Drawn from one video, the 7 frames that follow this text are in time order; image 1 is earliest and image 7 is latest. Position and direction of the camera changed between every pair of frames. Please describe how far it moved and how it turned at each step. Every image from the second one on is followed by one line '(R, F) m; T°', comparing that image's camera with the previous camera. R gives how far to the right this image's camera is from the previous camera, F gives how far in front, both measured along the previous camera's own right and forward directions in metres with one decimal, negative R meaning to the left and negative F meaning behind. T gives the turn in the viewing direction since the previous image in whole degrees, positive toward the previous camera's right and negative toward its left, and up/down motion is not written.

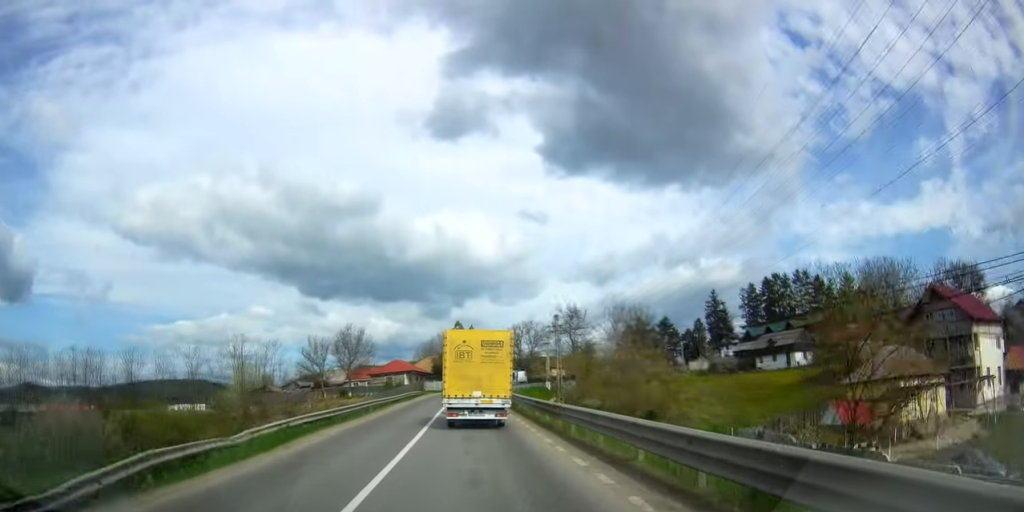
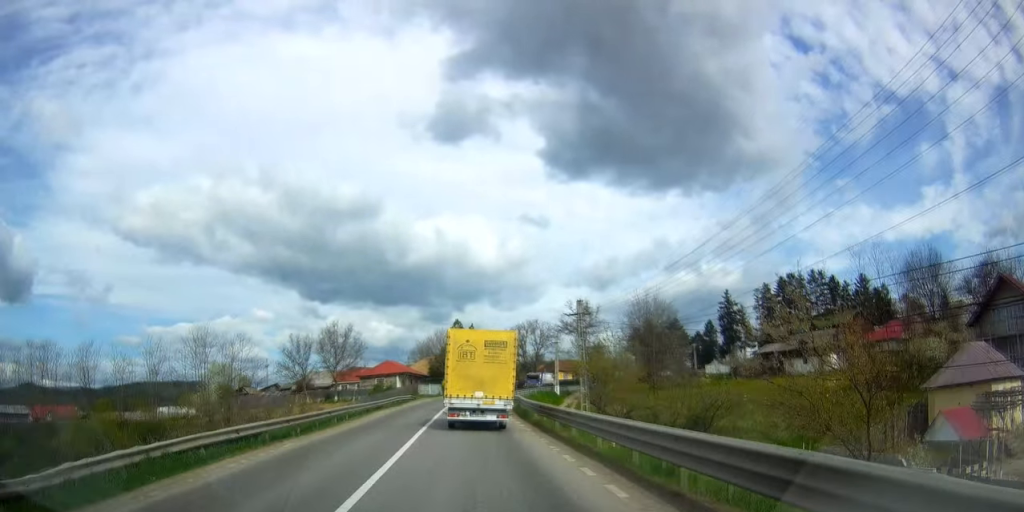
(-0.2, +9.7) m; -1°
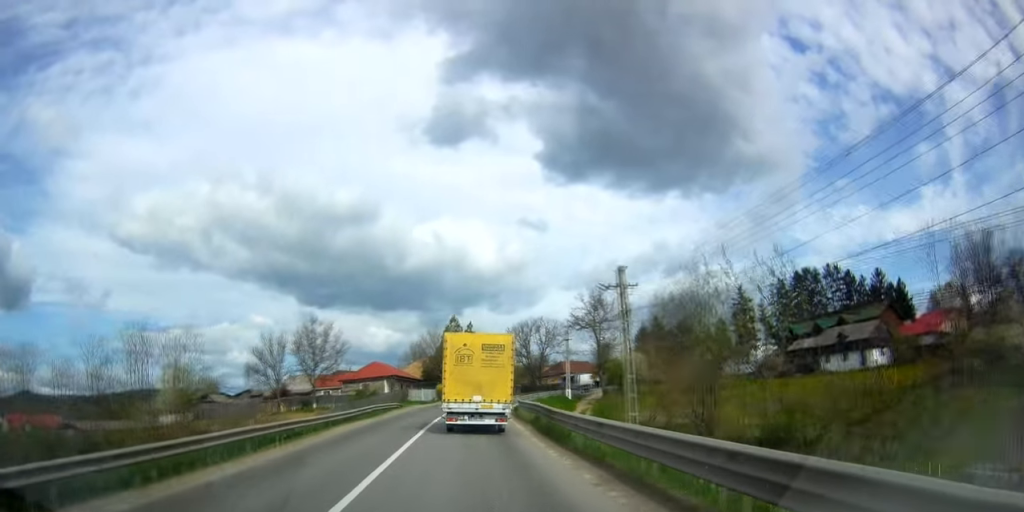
(+0.2, +10.8) m; -1°
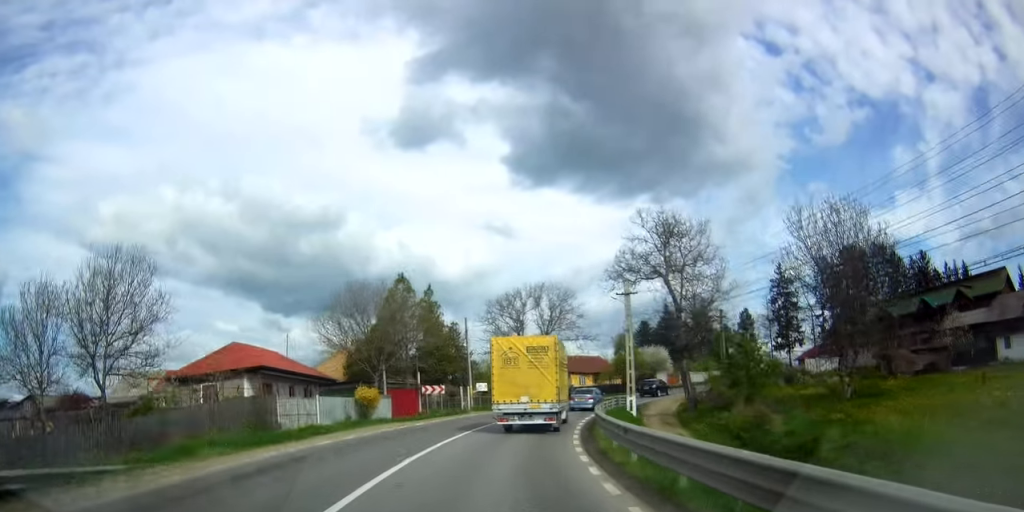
(-0.6, +38.8) m; +2°
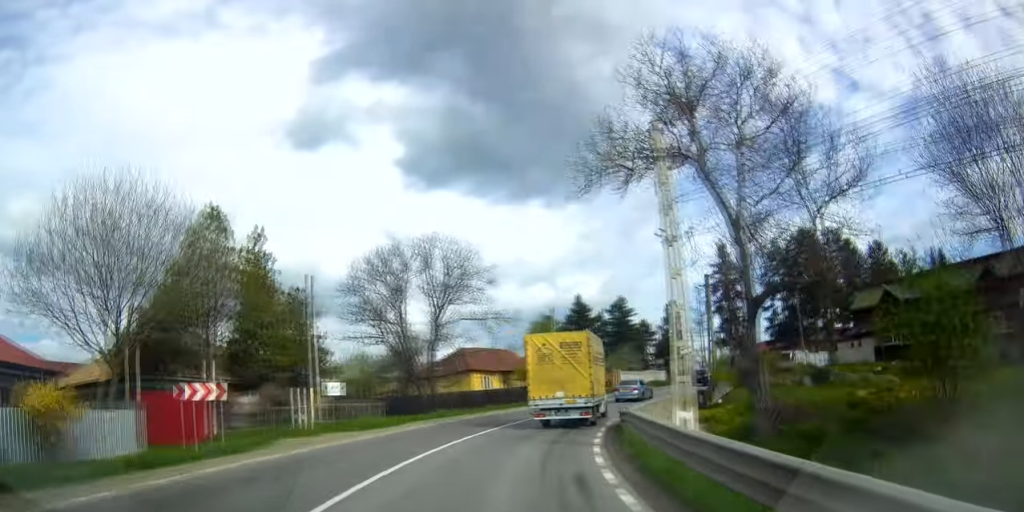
(+1.4, +22.1) m; +8°
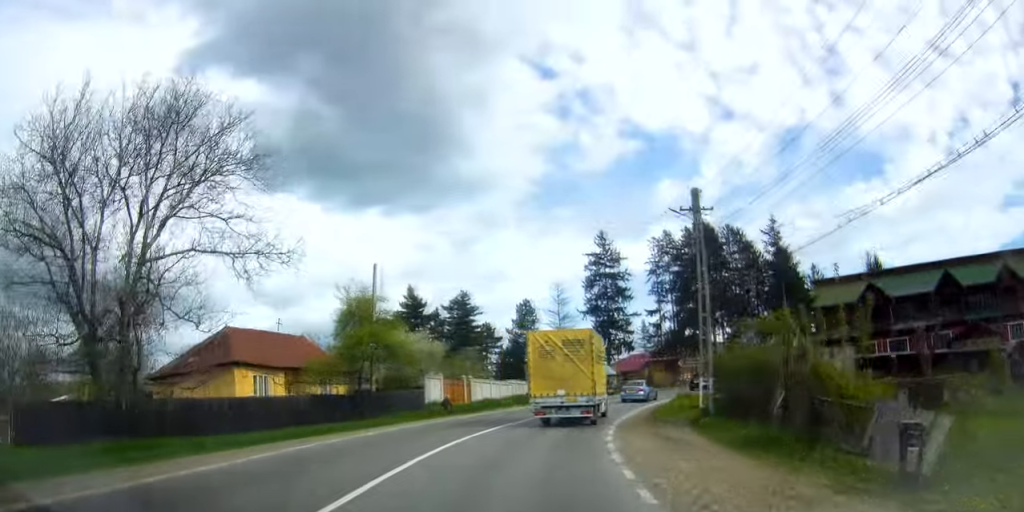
(+1.8, +22.2) m; +12°
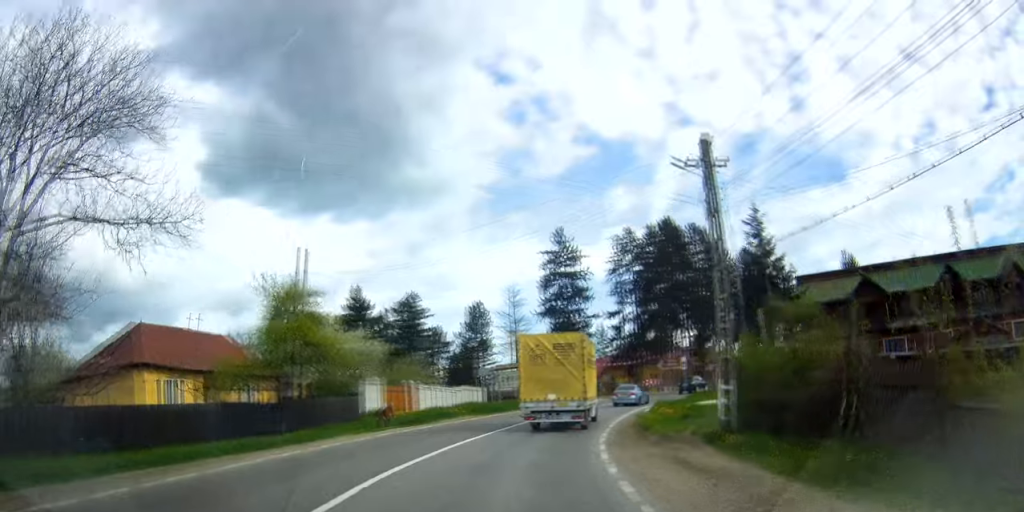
(0.0, +5.4) m; +4°
